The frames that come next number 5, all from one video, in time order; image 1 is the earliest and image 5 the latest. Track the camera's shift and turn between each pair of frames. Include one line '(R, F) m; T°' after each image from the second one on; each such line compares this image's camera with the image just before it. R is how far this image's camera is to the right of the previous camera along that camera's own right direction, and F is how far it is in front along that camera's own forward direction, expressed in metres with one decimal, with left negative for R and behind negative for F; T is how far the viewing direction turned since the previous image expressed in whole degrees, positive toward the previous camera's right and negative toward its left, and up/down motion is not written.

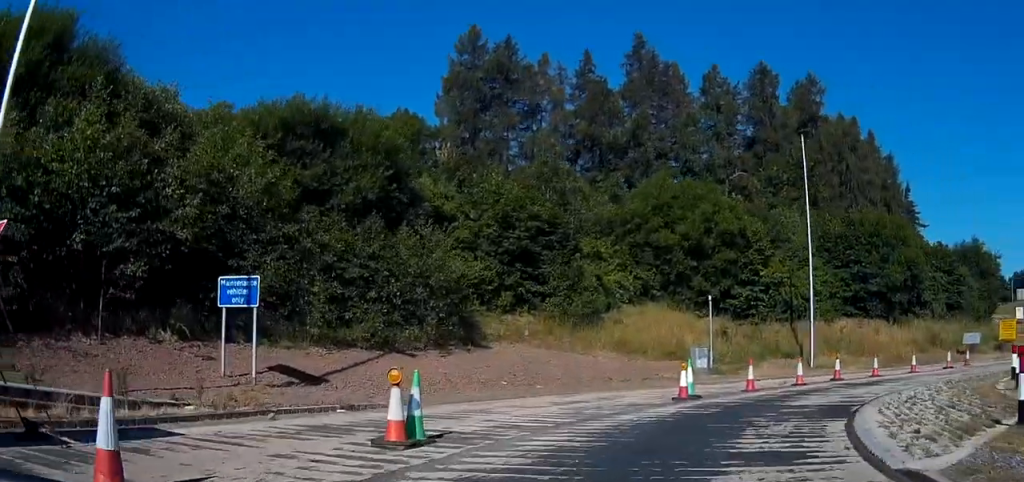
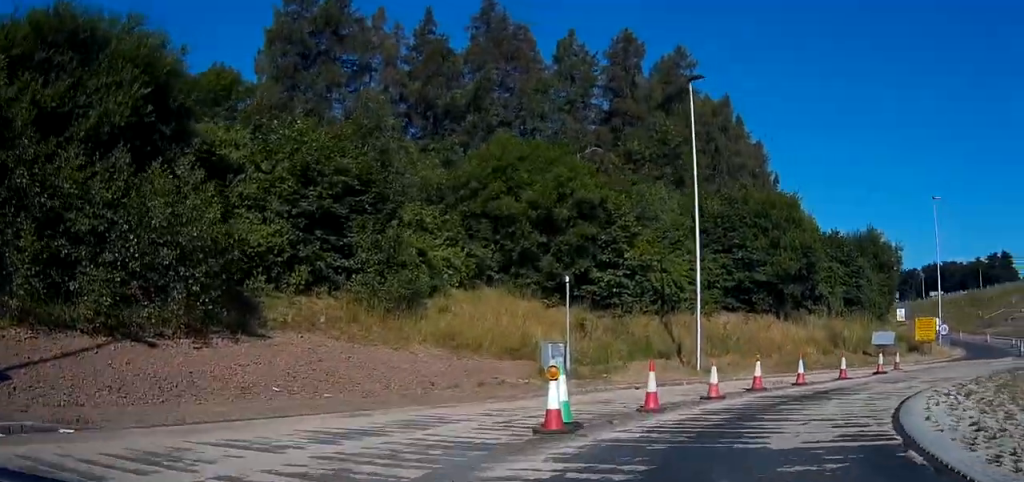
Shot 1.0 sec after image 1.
(+0.8, +8.0) m; +13°
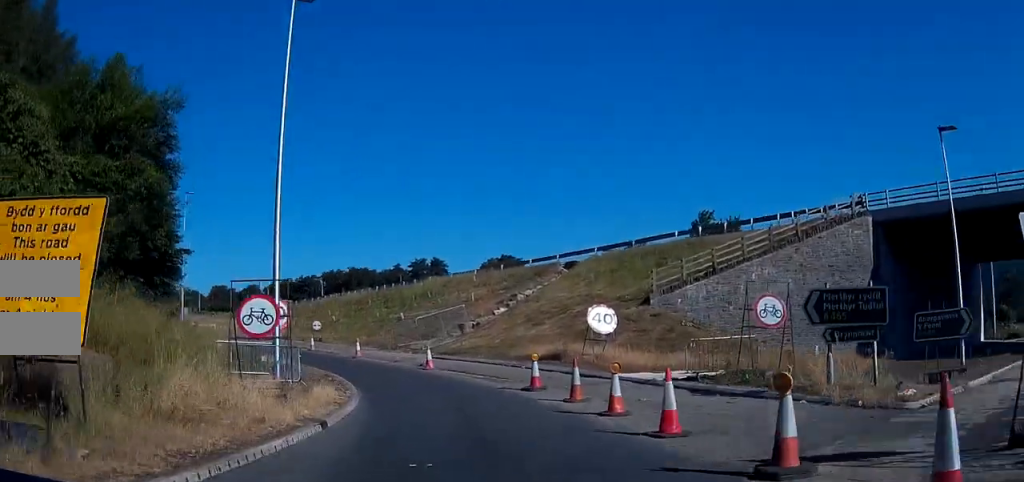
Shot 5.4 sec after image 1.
(+20.9, +31.3) m; +48°
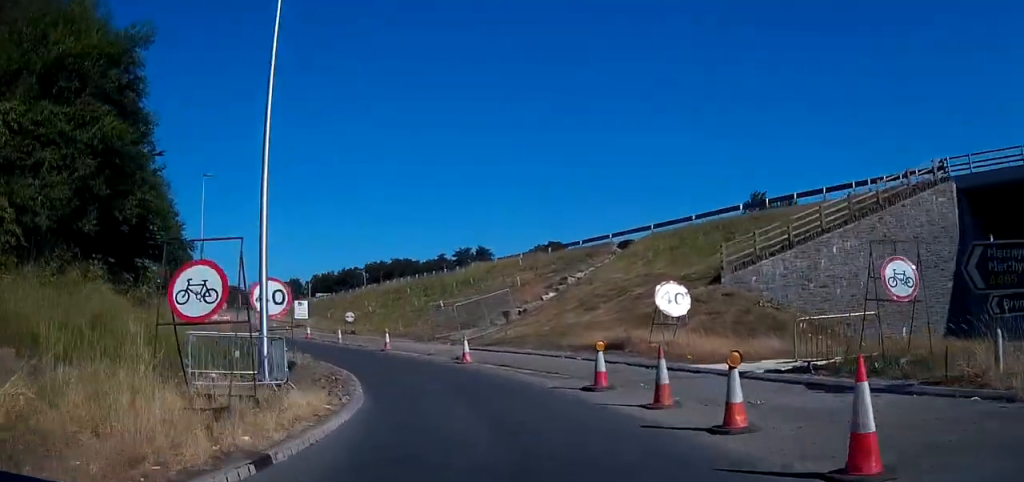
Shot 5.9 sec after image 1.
(-0.1, +4.8) m; -3°
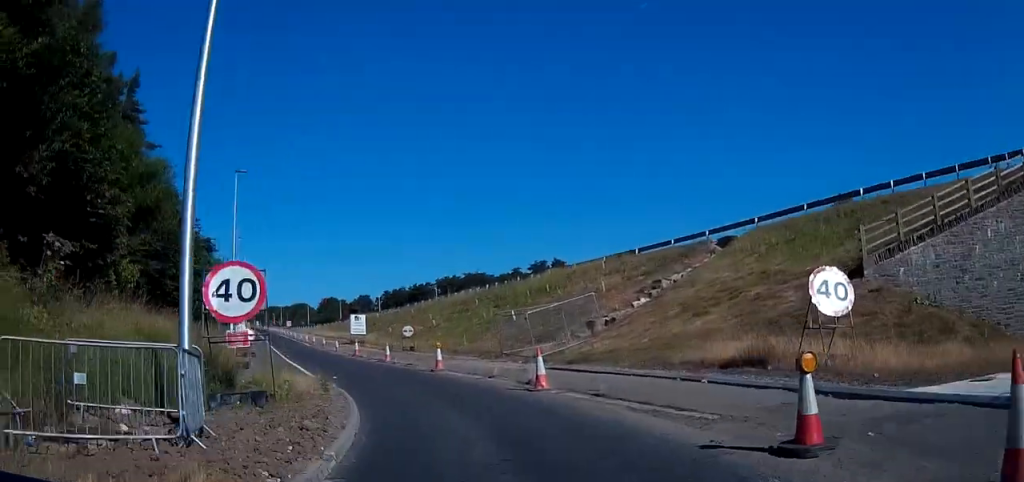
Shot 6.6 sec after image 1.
(-0.2, +7.3) m; -5°
